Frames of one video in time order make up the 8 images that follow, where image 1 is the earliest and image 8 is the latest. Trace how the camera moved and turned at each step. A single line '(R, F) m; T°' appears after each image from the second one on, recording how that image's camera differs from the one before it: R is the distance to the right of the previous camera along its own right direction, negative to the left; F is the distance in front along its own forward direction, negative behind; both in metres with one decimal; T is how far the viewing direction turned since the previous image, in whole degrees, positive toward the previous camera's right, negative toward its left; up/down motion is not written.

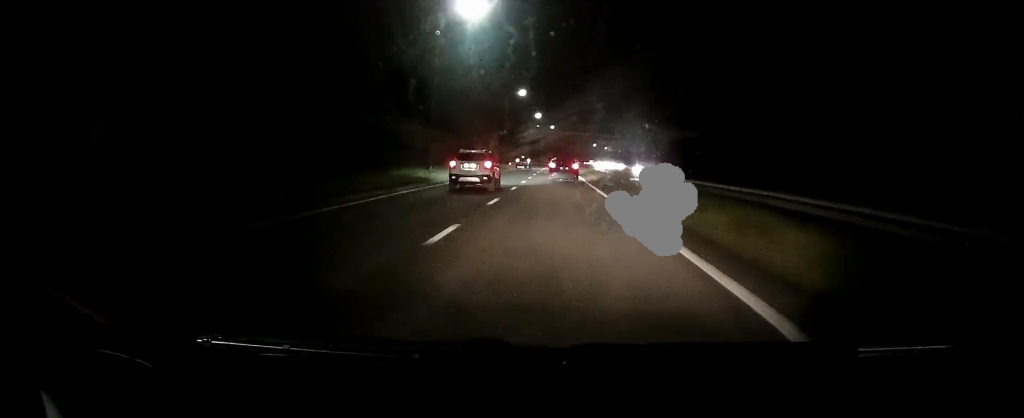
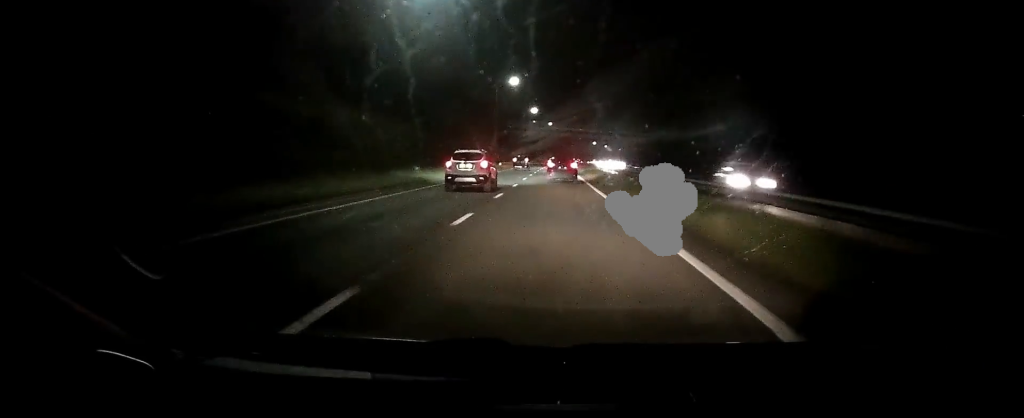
(0.0, +13.2) m; 0°
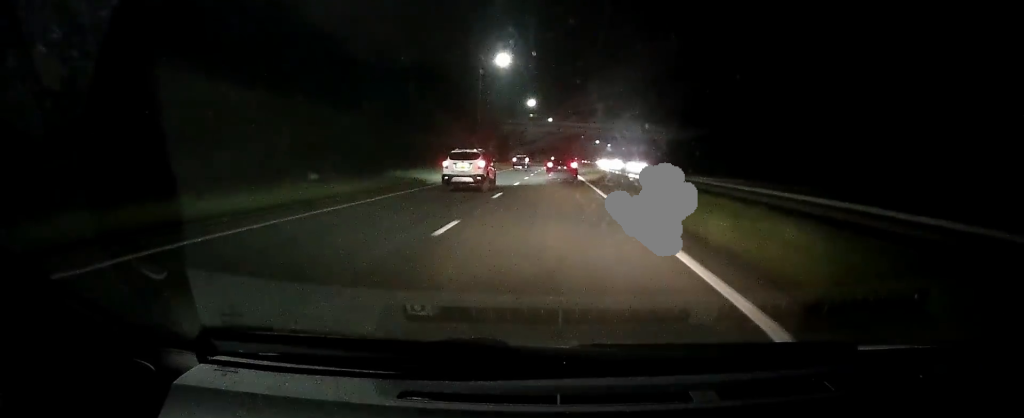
(0.0, +17.3) m; 0°
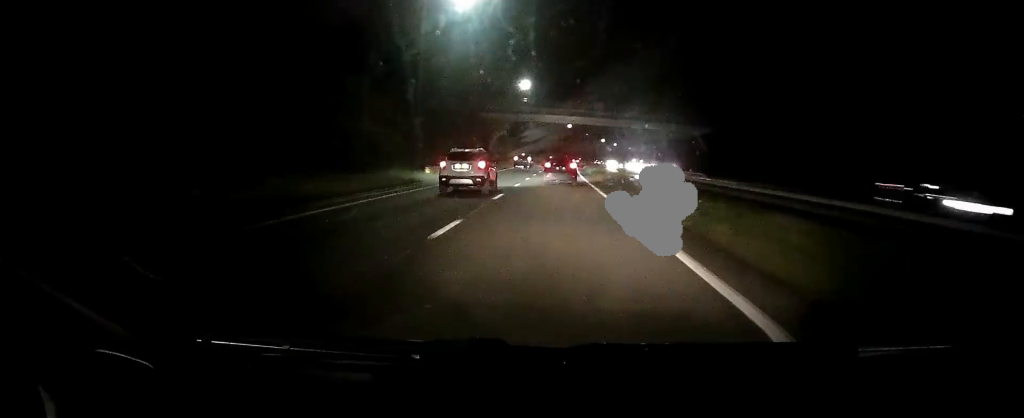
(+0.1, +28.0) m; 0°
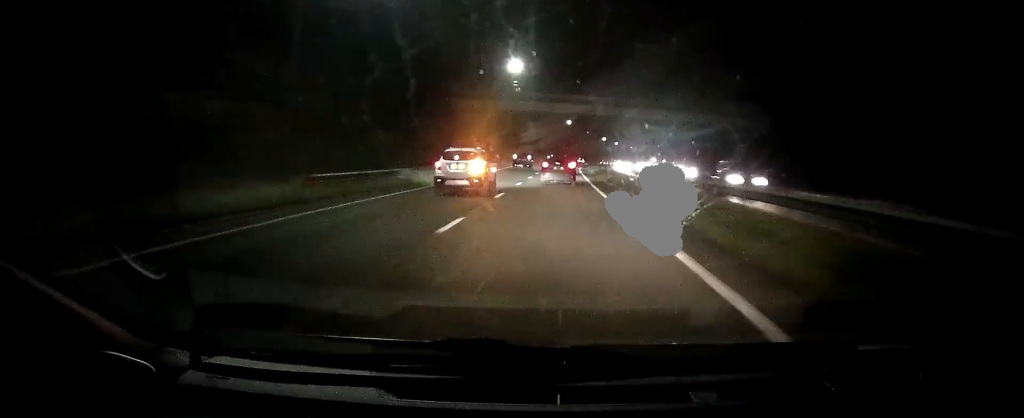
(0.0, +17.3) m; 0°
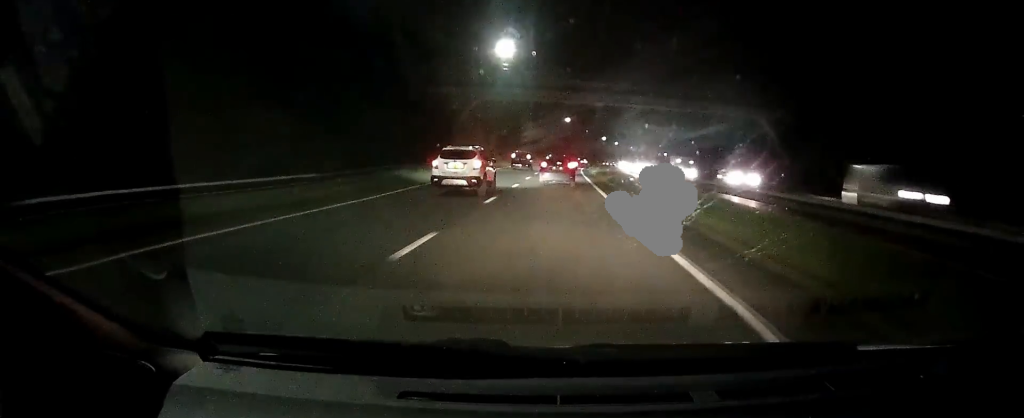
(0.0, +11.5) m; 0°
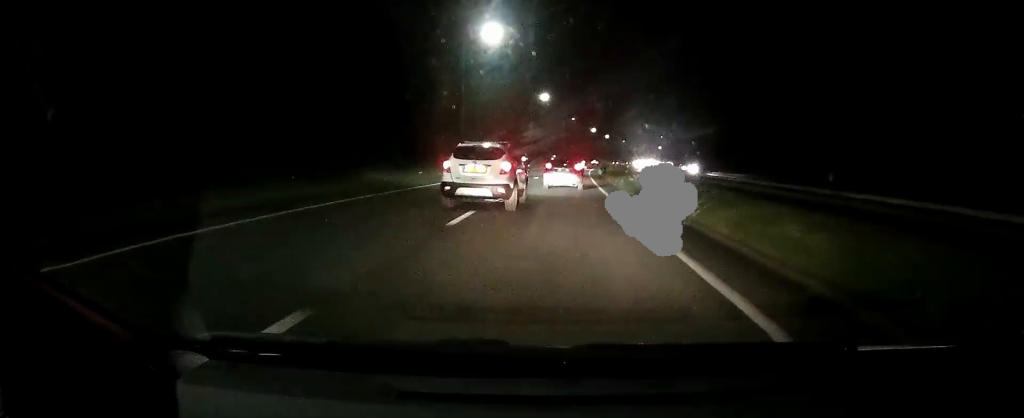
(+1.0, +59.0) m; +2°
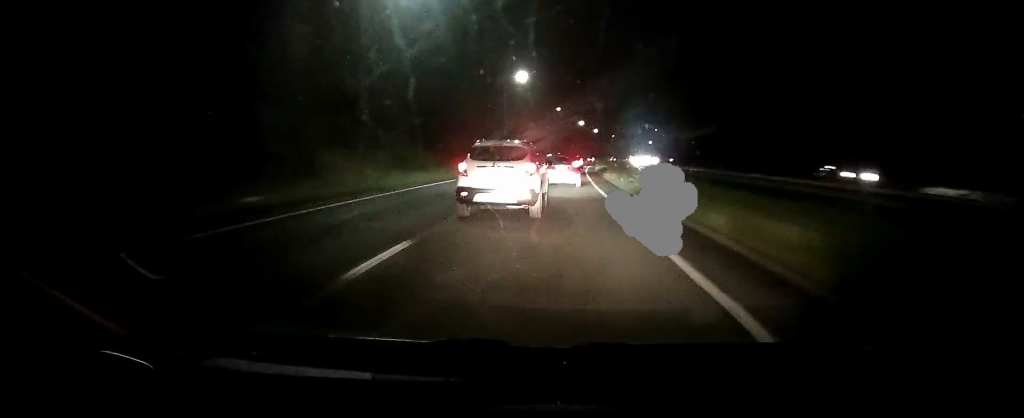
(+0.2, +22.6) m; +1°
